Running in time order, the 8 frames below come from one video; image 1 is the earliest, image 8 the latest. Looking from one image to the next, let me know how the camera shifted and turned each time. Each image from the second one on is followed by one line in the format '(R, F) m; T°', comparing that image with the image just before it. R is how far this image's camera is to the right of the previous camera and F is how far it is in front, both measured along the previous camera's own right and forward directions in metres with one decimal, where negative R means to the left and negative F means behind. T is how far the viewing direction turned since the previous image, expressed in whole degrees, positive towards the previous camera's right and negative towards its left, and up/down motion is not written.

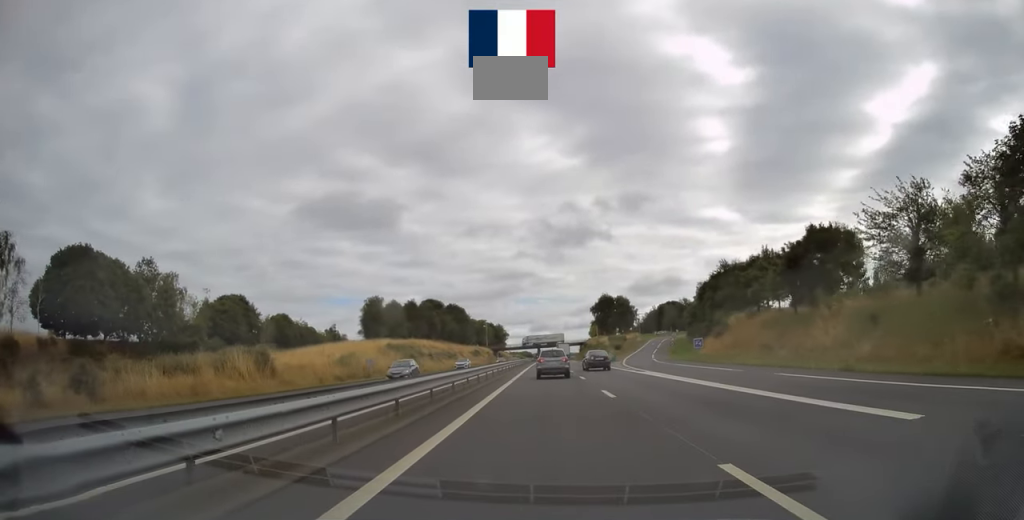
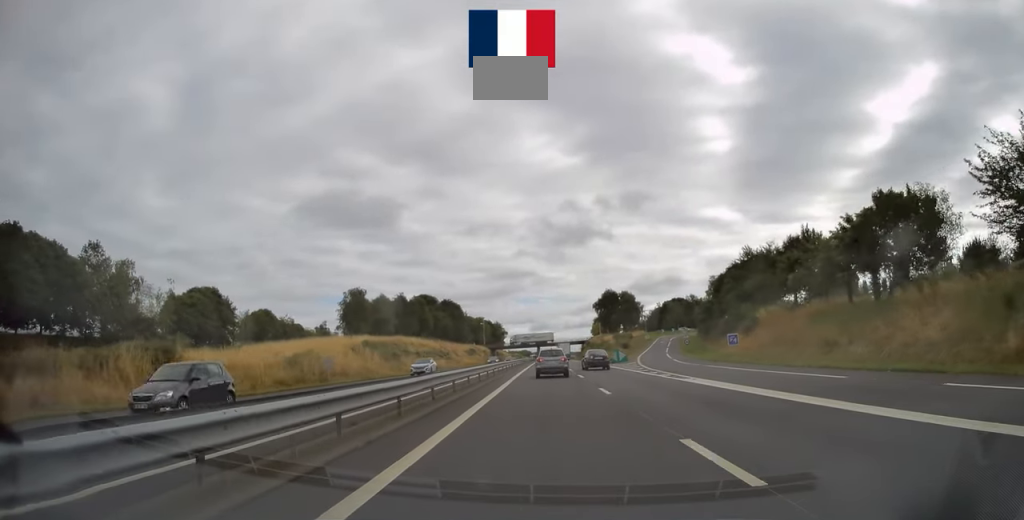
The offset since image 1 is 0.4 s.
(0.0, +11.7) m; 0°
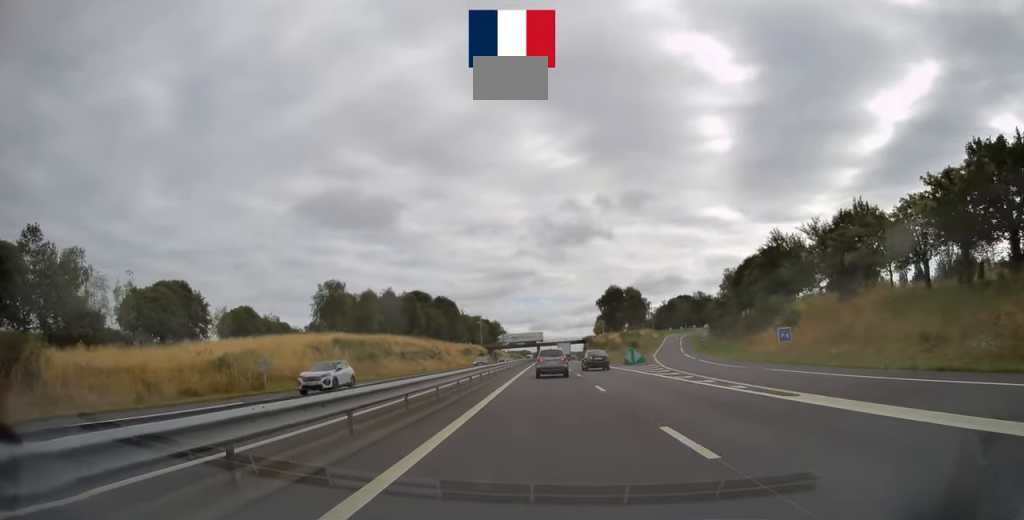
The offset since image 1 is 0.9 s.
(0.0, +11.2) m; 0°
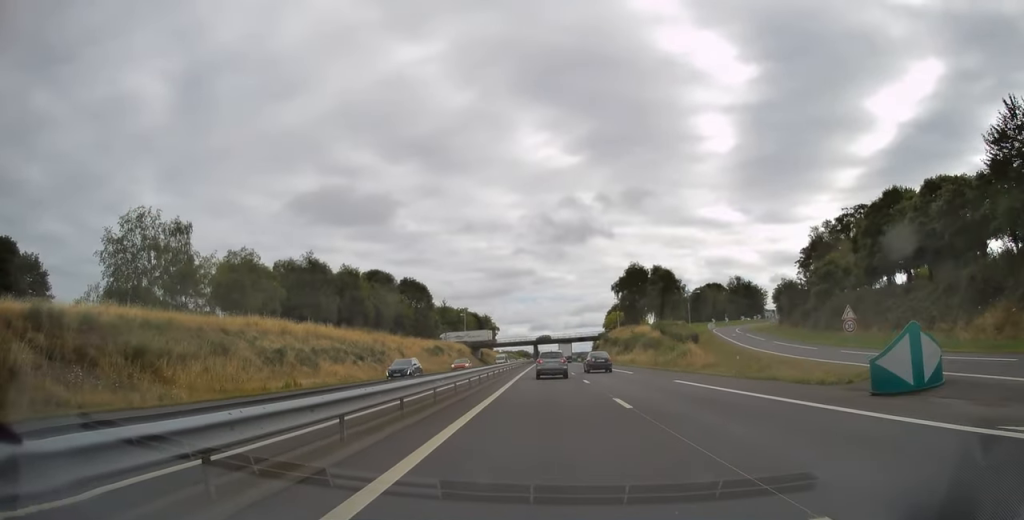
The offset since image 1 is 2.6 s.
(-0.2, +44.0) m; 0°
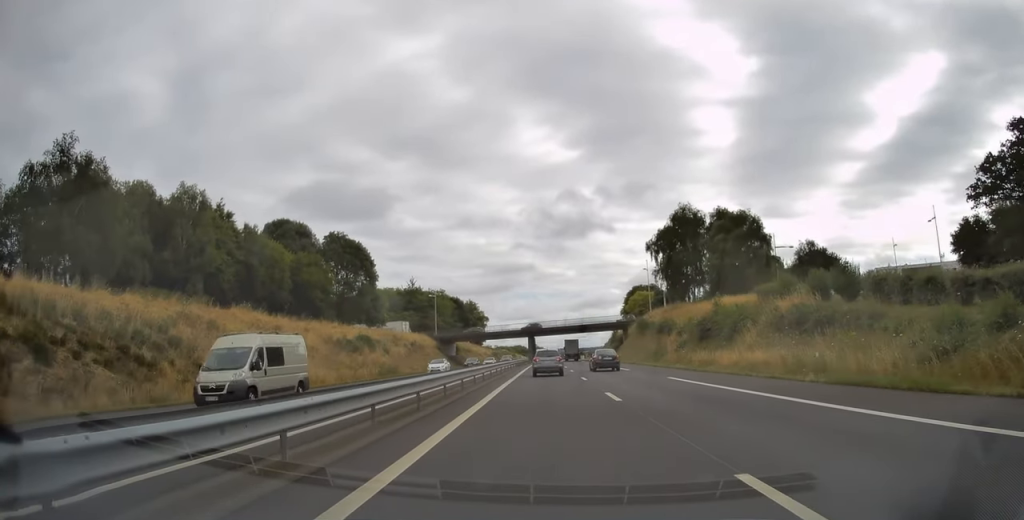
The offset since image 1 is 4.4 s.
(+0.1, +49.8) m; 0°
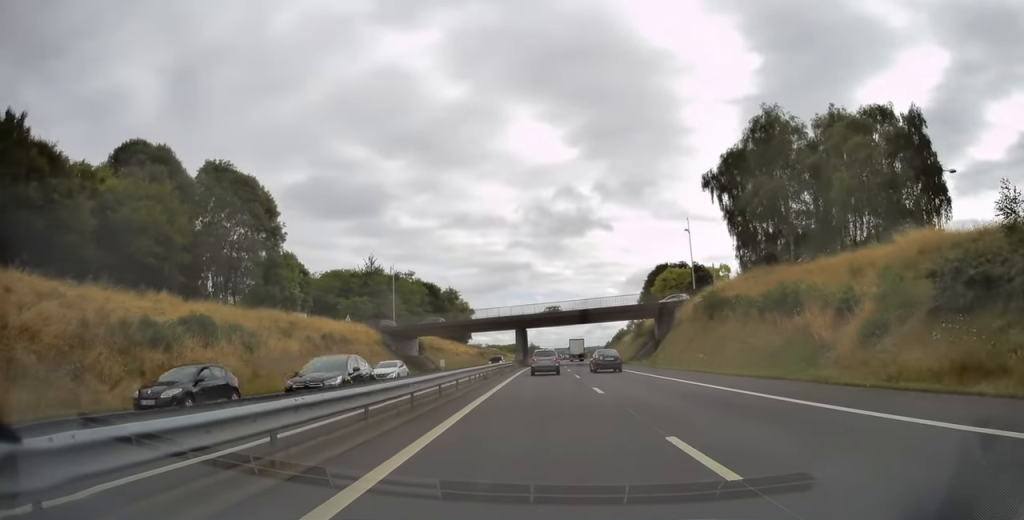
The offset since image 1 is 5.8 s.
(+0.2, +35.9) m; 0°
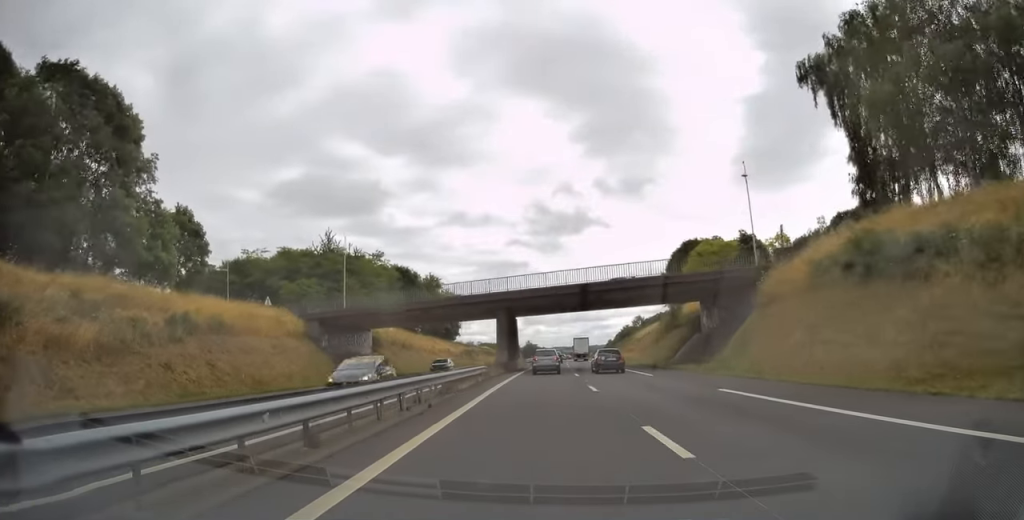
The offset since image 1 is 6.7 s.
(0.0, +24.5) m; 0°
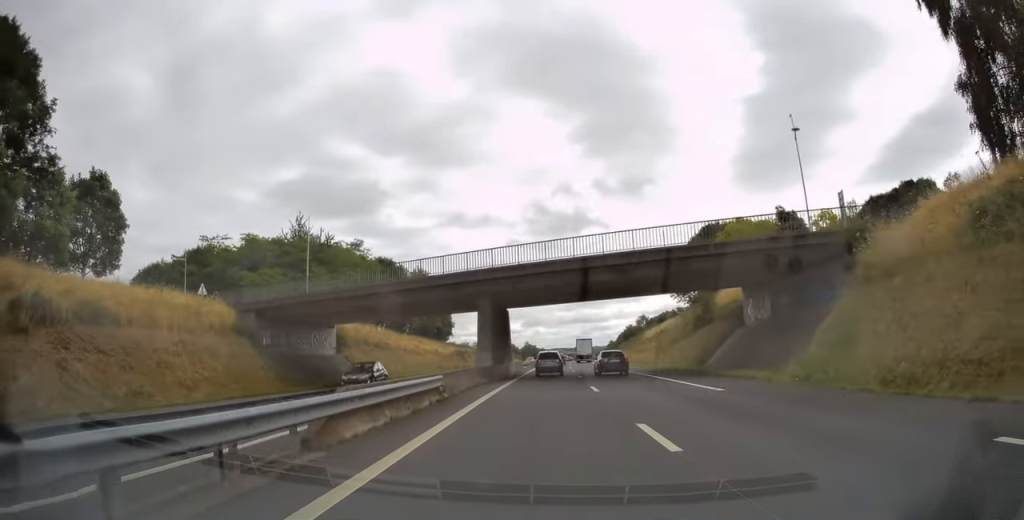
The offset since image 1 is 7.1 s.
(+0.2, +12.3) m; 0°
